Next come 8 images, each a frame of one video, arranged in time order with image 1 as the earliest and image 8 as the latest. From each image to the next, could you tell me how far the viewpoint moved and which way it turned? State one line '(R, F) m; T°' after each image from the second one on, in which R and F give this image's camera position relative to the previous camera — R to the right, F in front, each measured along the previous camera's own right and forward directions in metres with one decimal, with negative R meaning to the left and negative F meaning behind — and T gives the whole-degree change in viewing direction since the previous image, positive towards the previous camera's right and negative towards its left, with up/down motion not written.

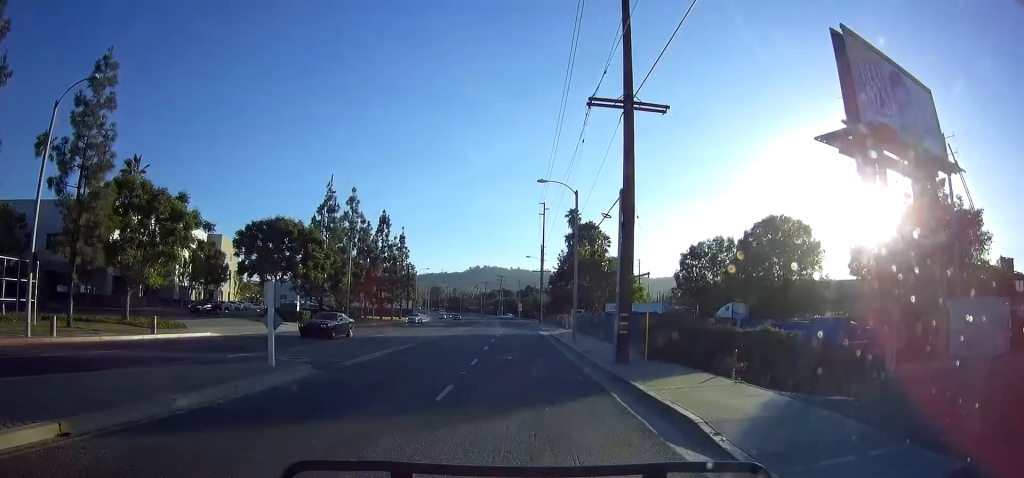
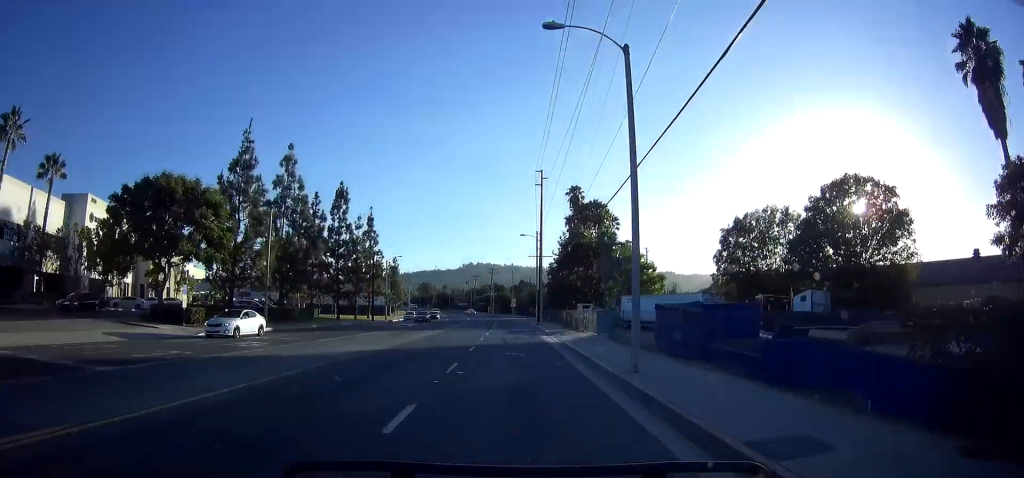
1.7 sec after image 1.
(+0.4, +17.5) m; +1°
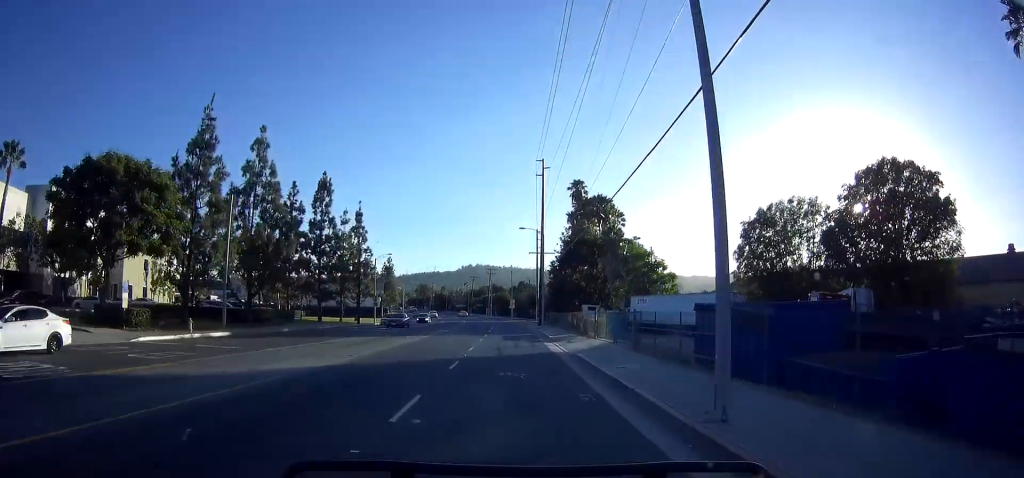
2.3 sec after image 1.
(-0.1, +5.8) m; 0°
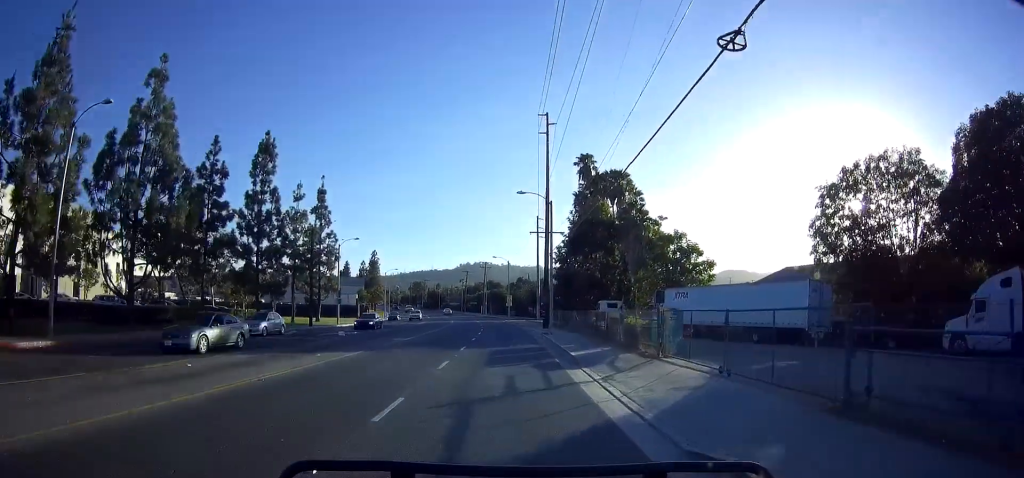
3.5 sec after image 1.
(+0.3, +14.9) m; +1°
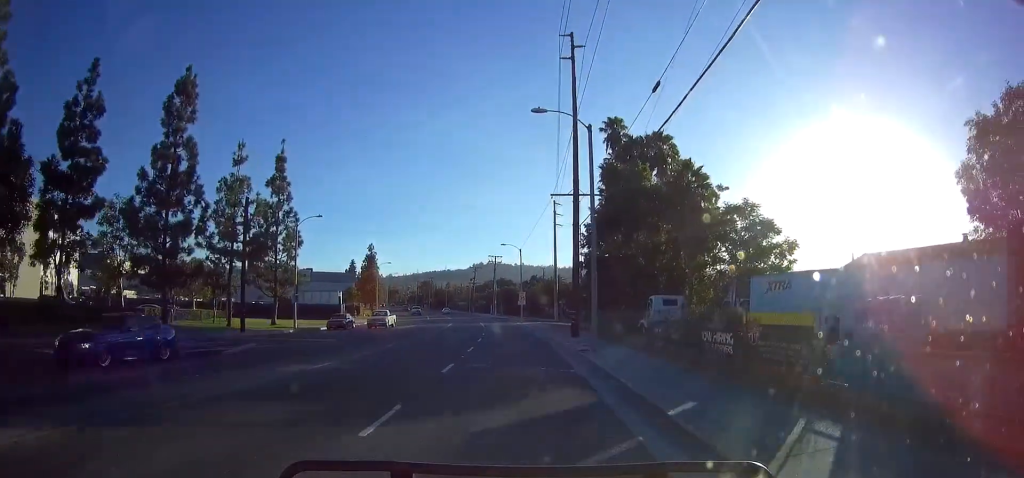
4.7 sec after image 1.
(0.0, +15.4) m; -1°
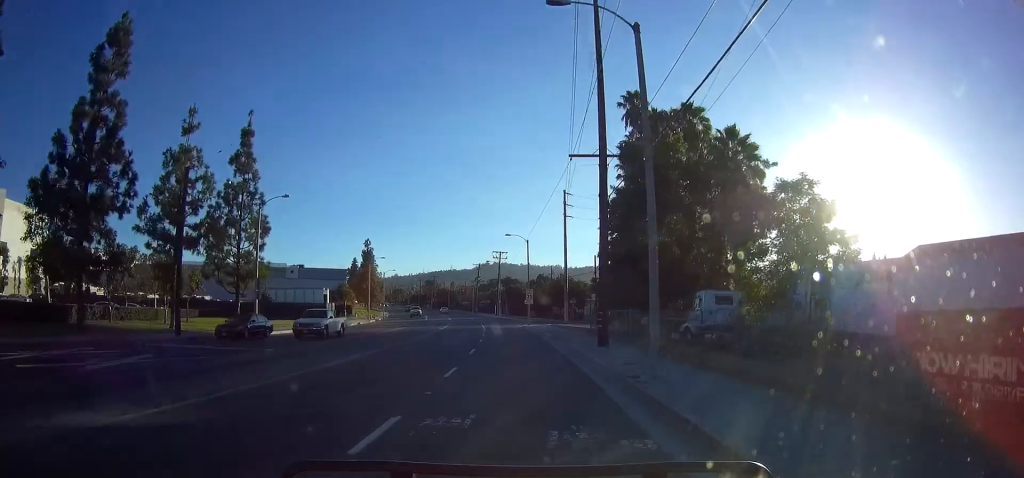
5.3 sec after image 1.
(0.0, +8.2) m; -1°
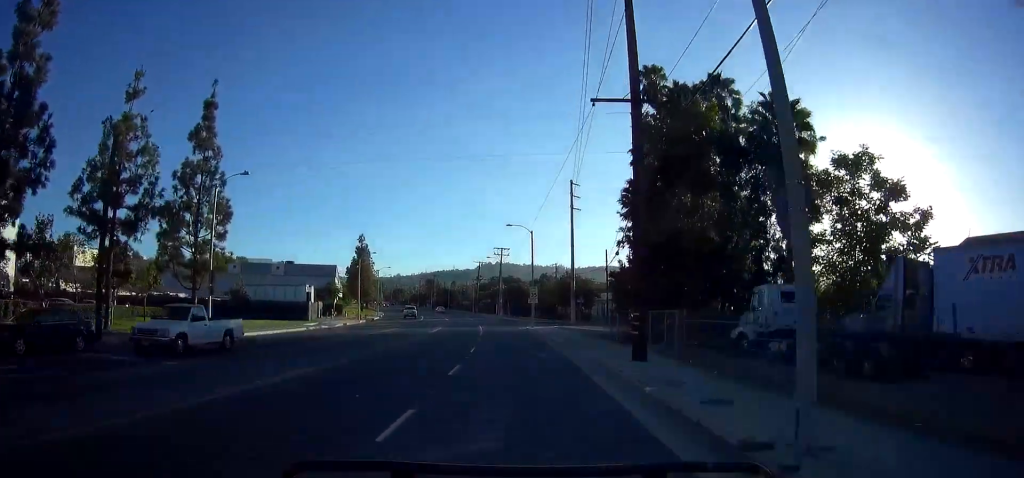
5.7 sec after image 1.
(-0.3, +6.6) m; -1°
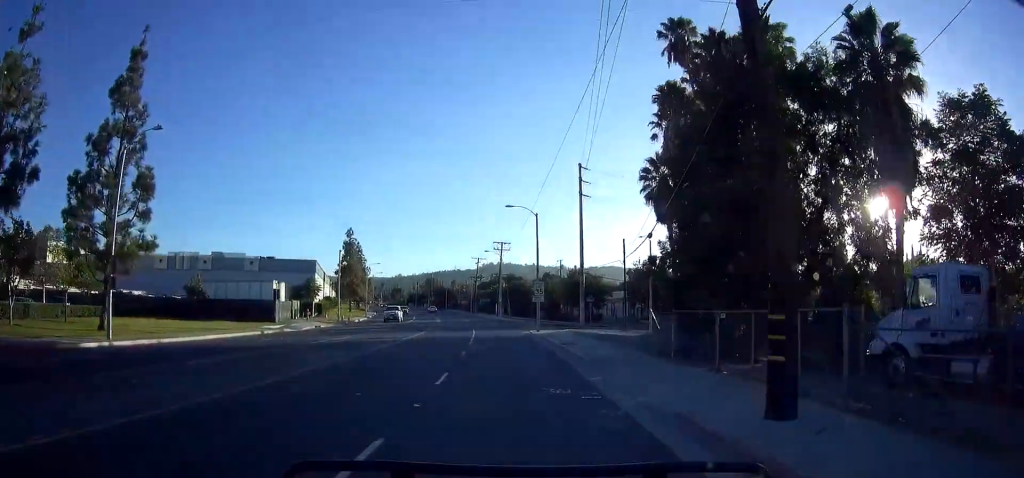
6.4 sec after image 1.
(-0.1, +9.1) m; -1°
